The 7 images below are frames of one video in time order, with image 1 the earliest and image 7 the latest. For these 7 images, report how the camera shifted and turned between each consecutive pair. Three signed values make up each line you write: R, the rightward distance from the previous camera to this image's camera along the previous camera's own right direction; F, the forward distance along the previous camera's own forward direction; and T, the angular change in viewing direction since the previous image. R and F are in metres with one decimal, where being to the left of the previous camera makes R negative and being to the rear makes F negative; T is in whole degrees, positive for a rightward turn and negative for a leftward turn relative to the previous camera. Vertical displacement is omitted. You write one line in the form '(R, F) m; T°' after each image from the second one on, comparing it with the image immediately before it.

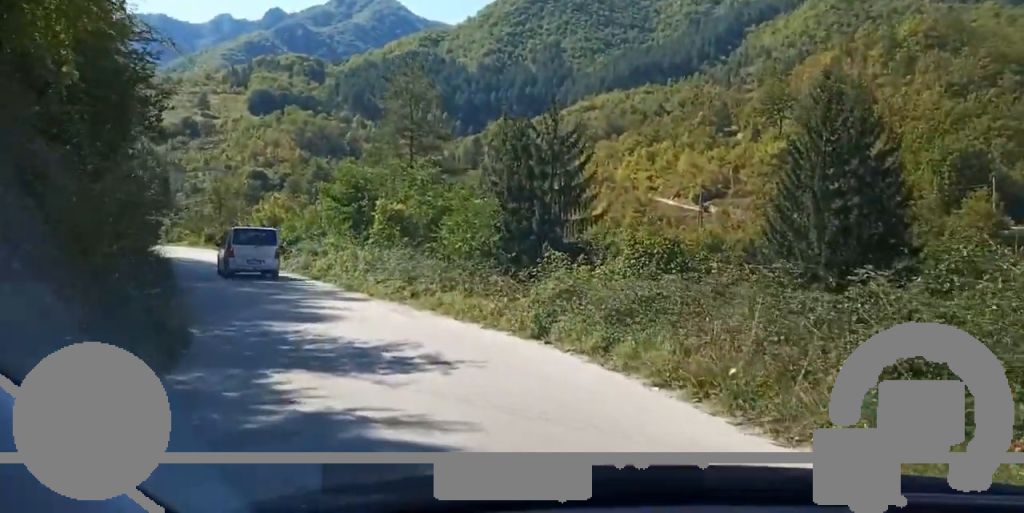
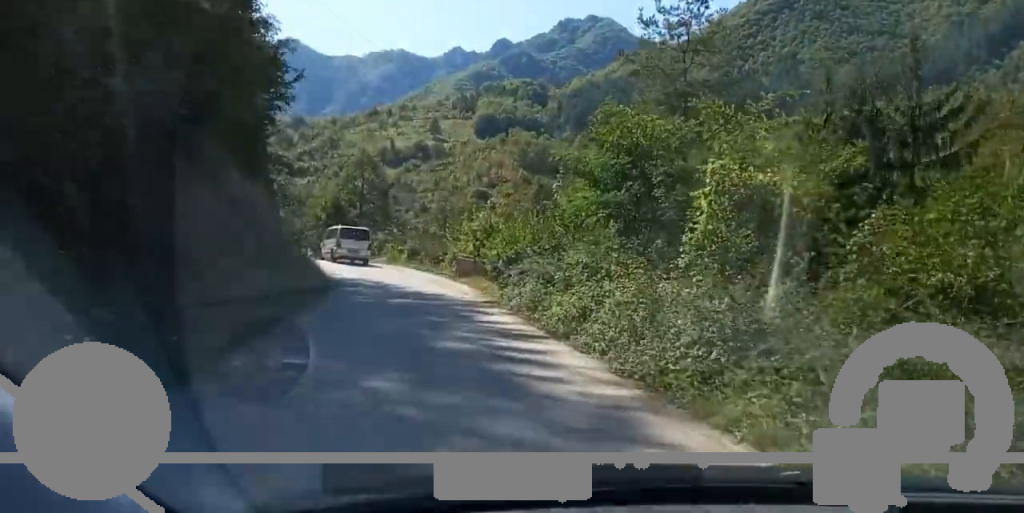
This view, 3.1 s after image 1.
(-3.0, +17.5) m; -18°
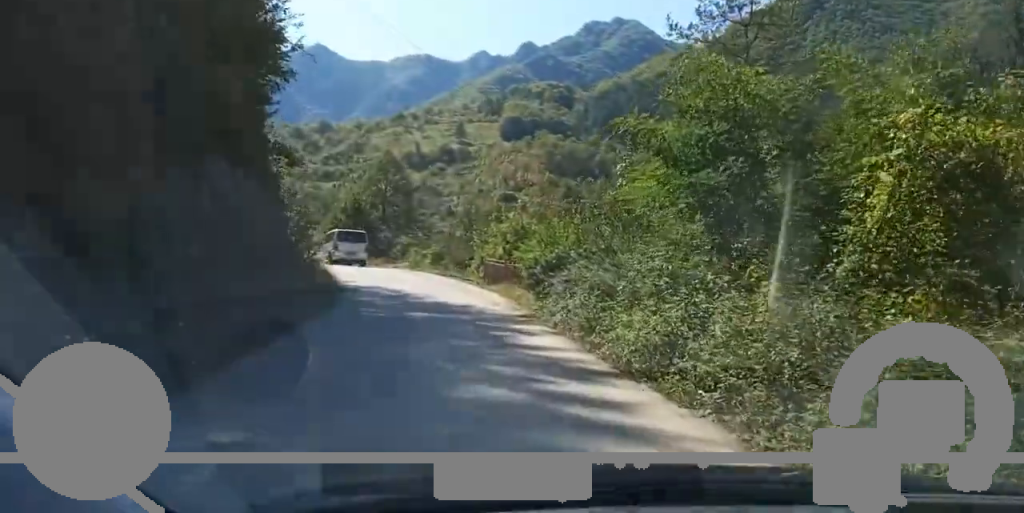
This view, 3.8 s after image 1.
(0.0, +4.1) m; 0°
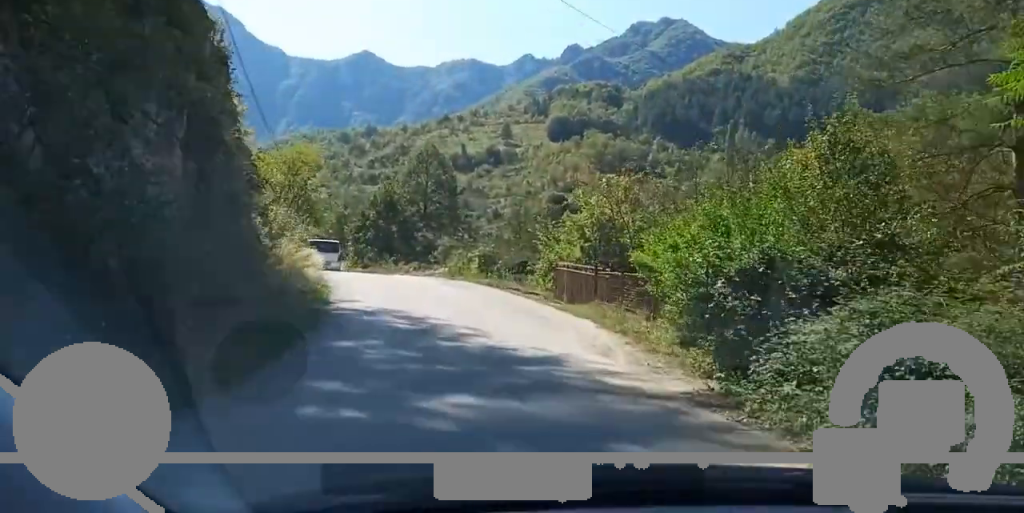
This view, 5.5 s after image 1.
(-0.1, +11.3) m; -2°
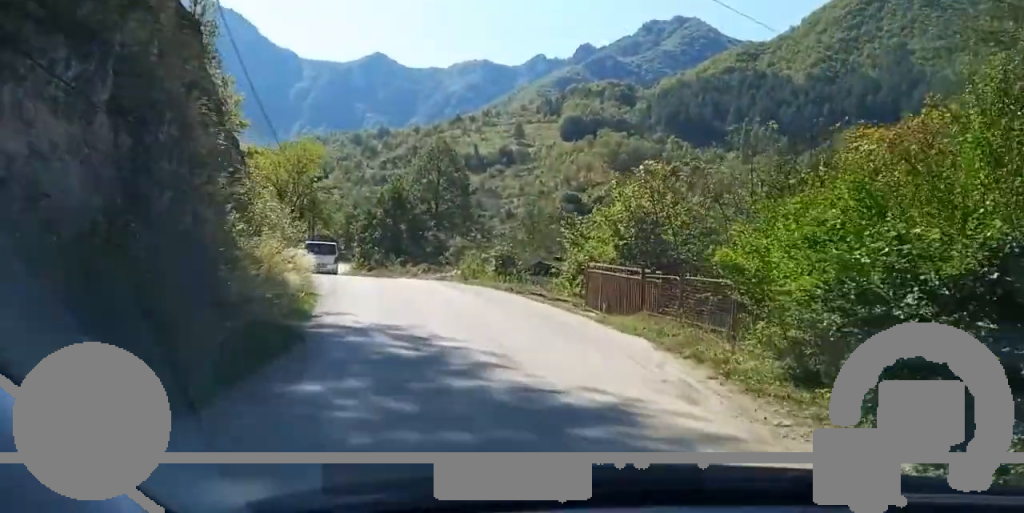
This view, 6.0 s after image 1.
(0.0, +3.6) m; -3°
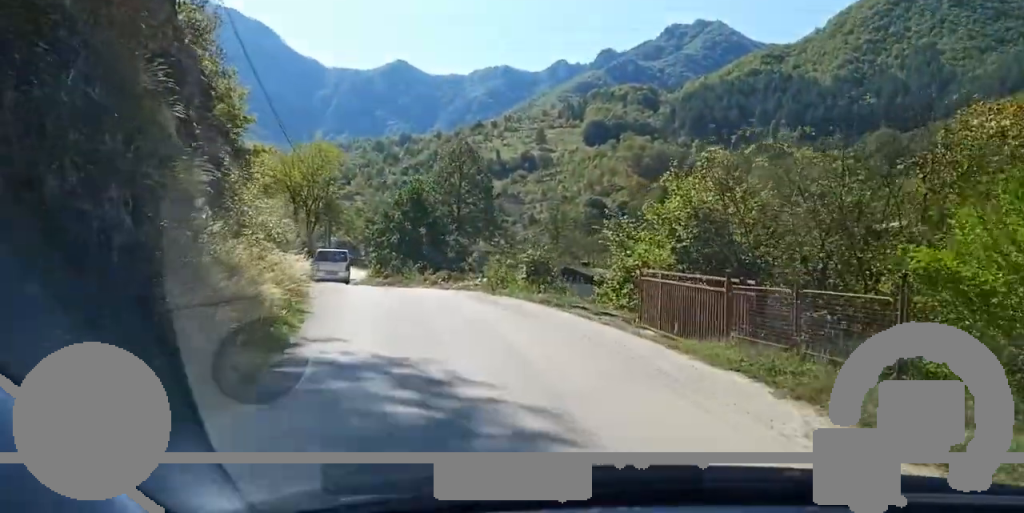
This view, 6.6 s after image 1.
(+0.1, +3.6) m; -3°
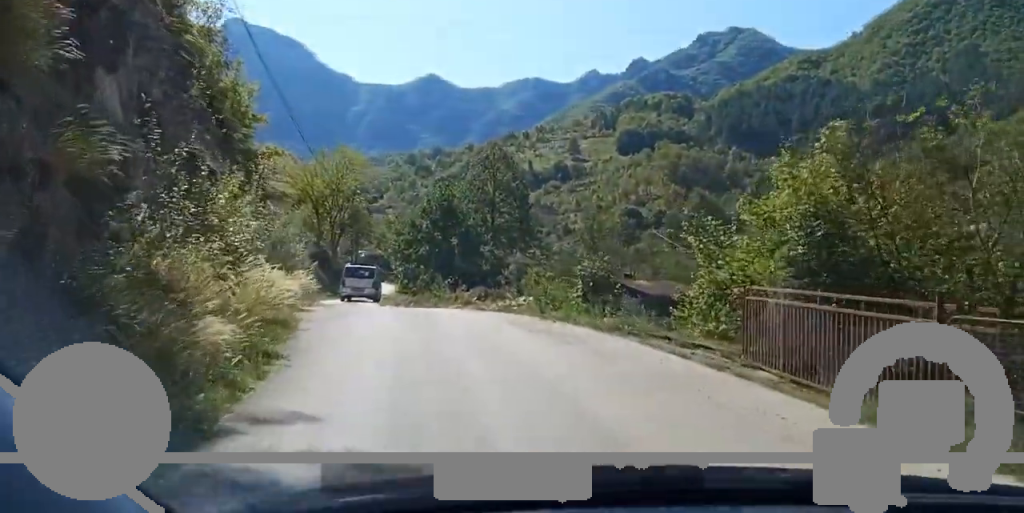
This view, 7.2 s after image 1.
(-0.3, +4.4) m; -5°
